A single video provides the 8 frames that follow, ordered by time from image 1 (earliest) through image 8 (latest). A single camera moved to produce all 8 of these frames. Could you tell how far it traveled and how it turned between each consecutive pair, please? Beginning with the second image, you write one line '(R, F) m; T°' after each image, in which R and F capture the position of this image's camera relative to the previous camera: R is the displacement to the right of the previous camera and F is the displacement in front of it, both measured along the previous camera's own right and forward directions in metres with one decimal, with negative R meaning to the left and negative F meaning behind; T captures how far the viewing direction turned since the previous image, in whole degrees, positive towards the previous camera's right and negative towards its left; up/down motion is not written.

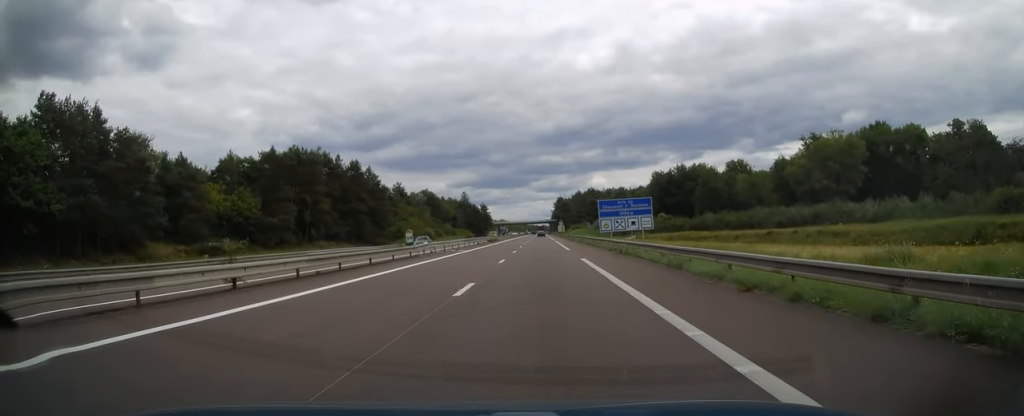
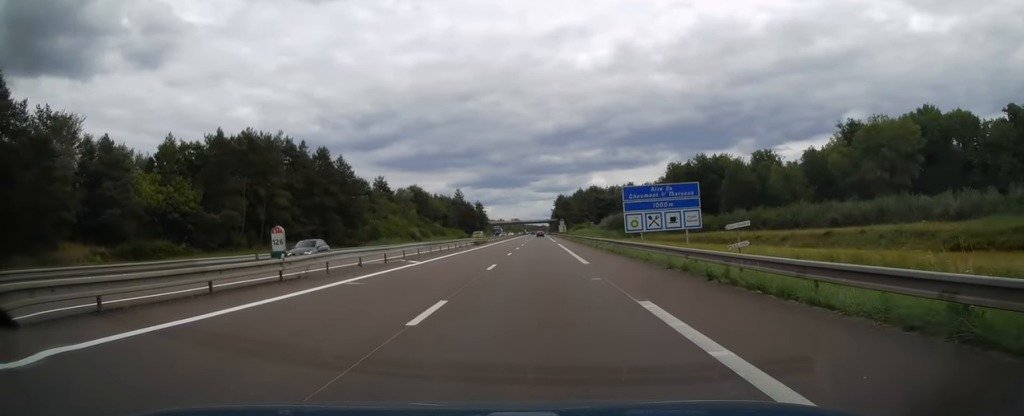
(0.0, +17.1) m; 0°
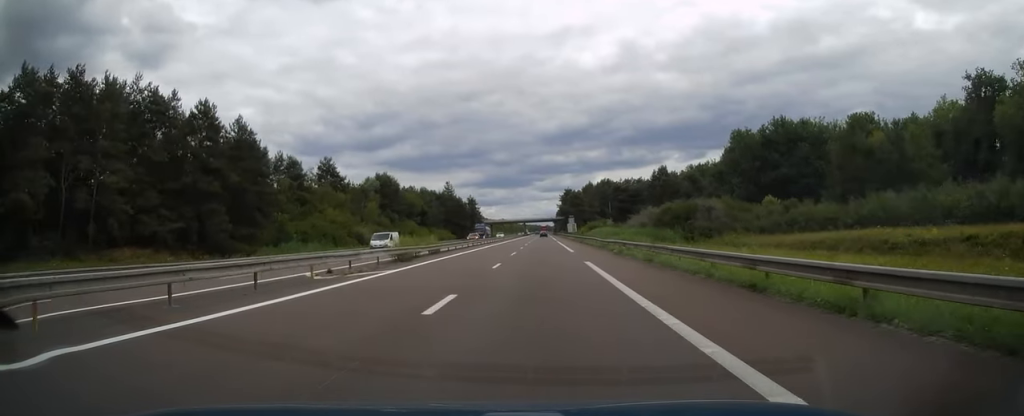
(+0.2, +37.7) m; 0°
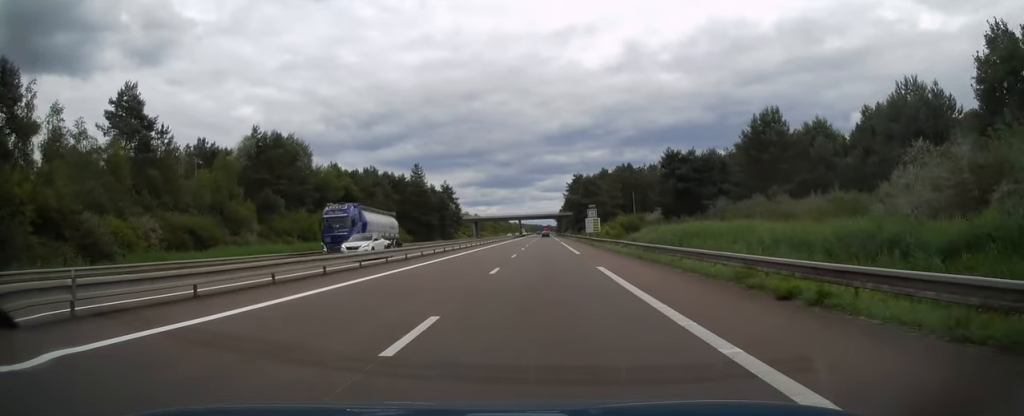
(-0.7, +55.3) m; -1°
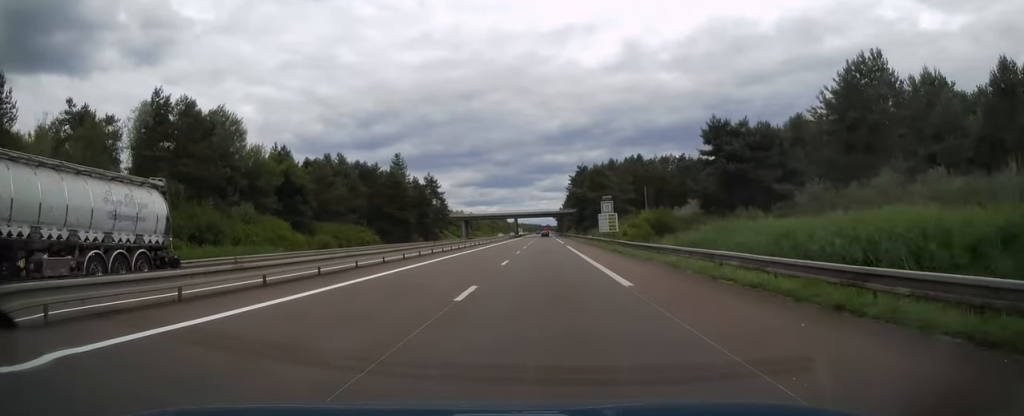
(0.0, +20.5) m; 0°
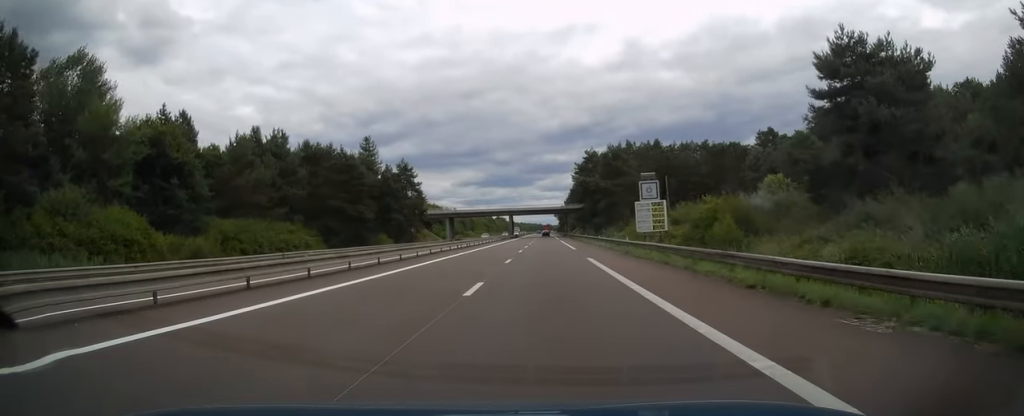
(0.0, +24.9) m; 0°
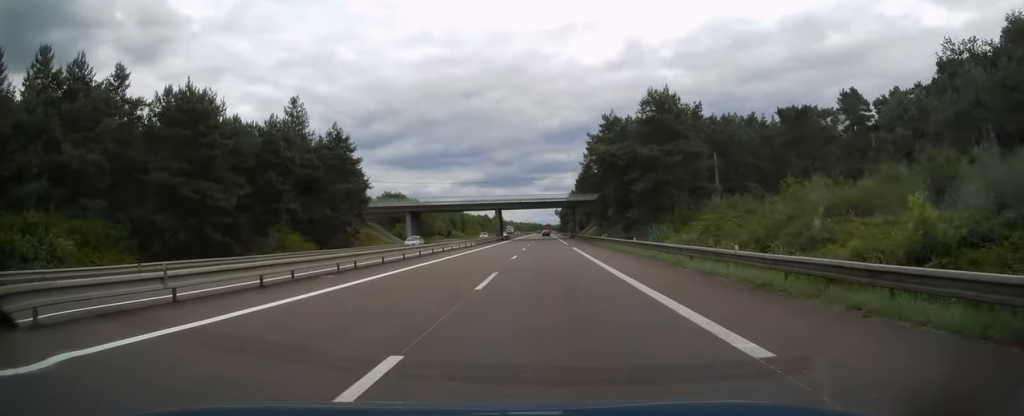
(0.0, +35.2) m; 0°
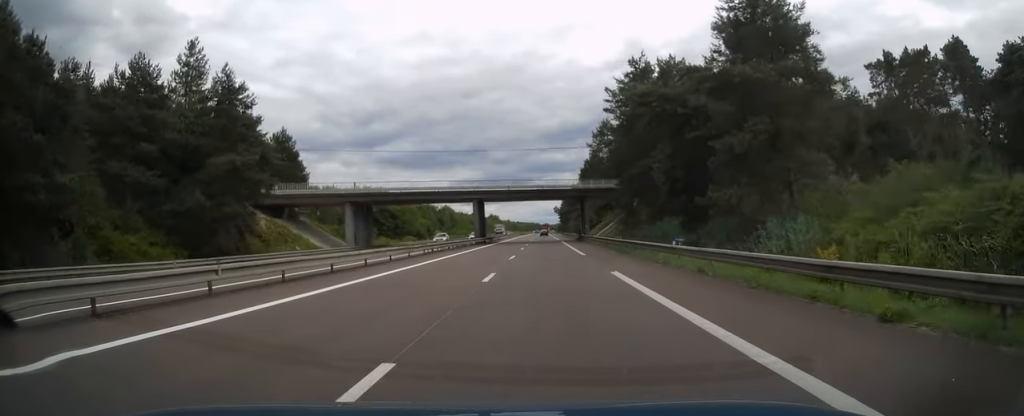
(0.0, +26.4) m; 0°
